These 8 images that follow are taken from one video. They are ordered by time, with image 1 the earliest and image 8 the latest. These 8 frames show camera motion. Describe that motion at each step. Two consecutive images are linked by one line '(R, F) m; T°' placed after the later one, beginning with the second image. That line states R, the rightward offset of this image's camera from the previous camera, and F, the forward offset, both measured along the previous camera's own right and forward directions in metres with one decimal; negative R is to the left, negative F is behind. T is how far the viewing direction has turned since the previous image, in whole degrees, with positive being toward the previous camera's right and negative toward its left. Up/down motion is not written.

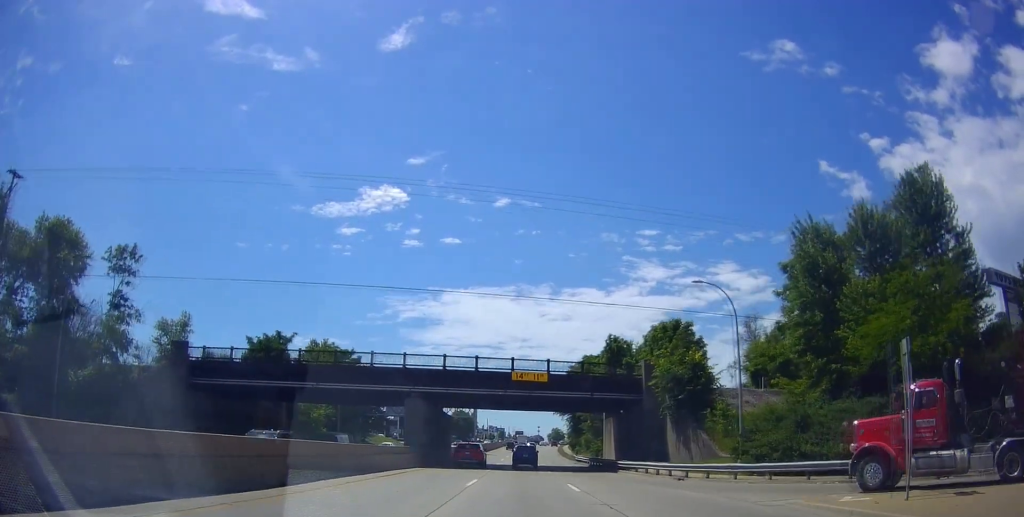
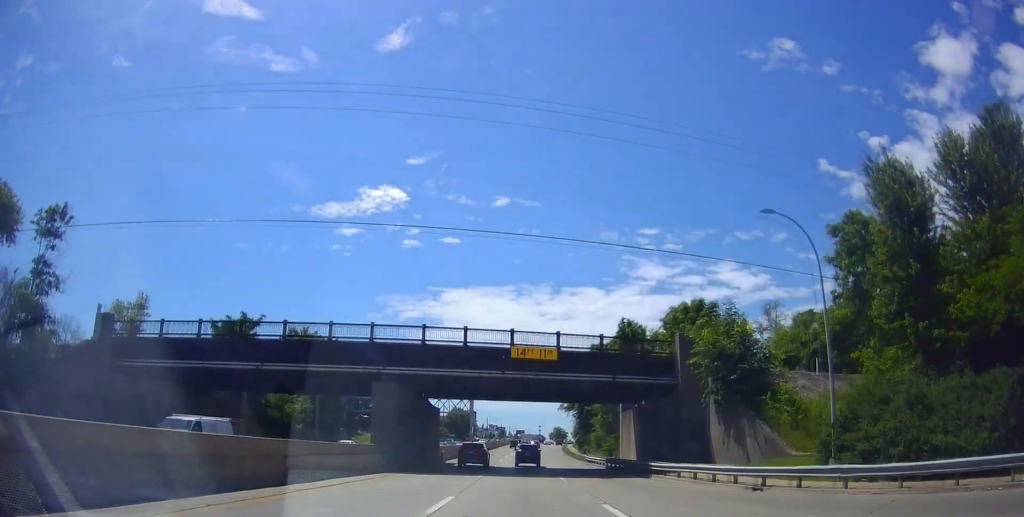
(0.0, +9.2) m; 0°
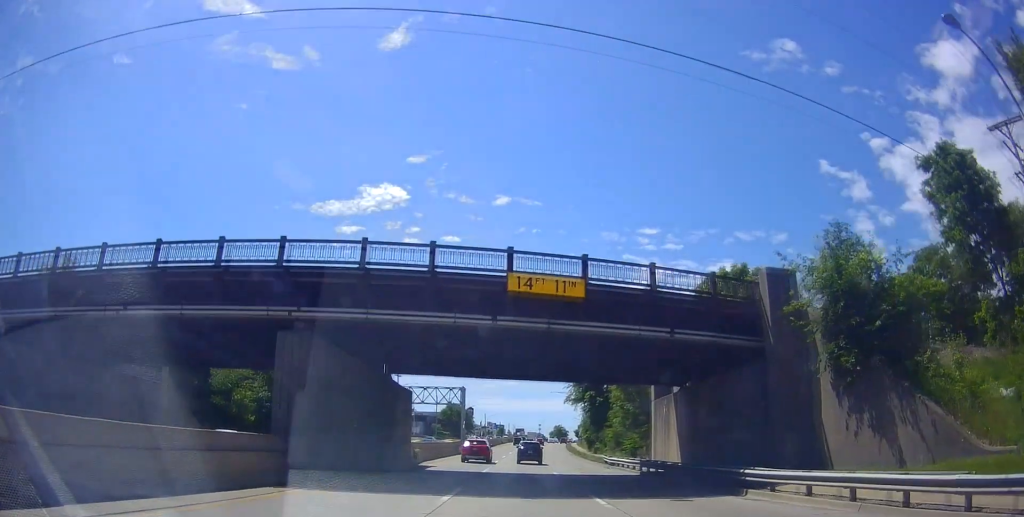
(+0.1, +12.5) m; 0°
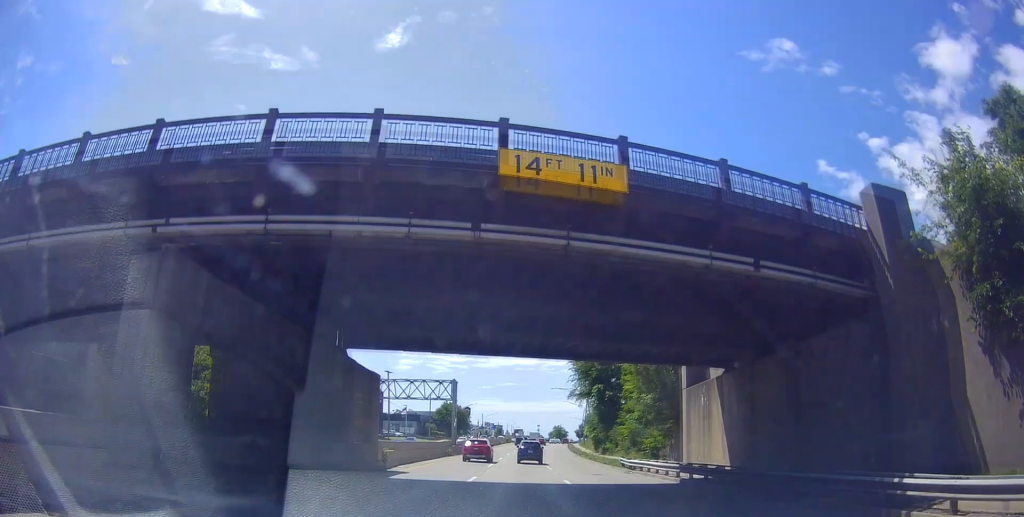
(0.0, +7.9) m; 0°
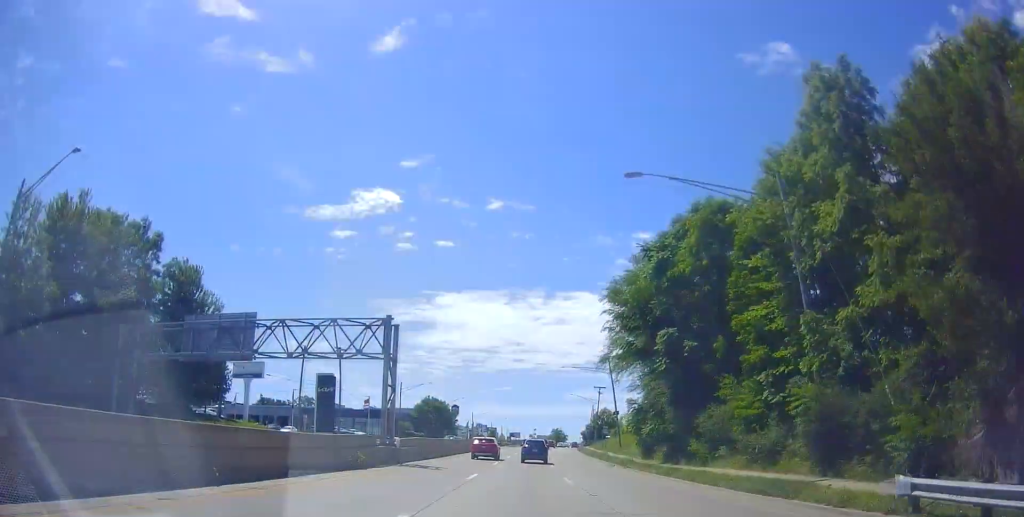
(-0.3, +28.9) m; -2°
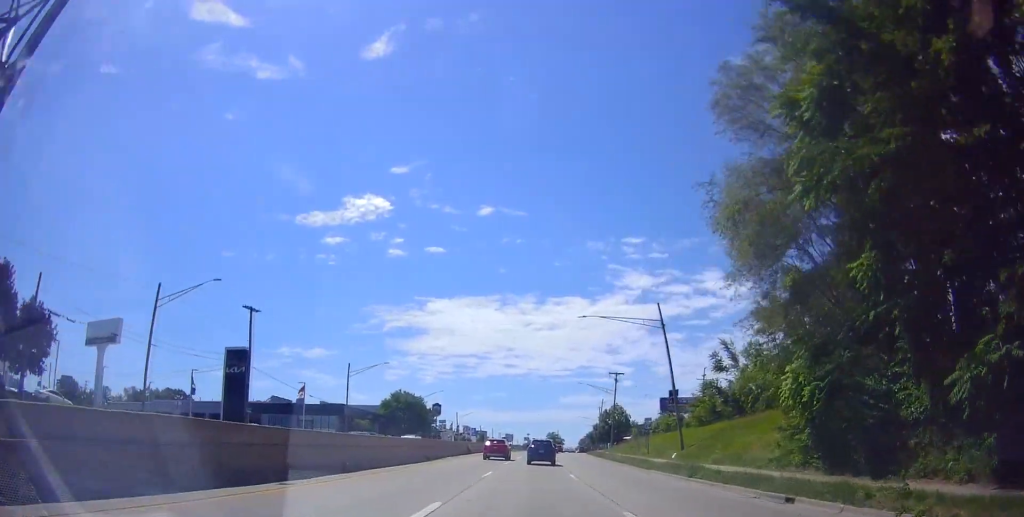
(+0.3, +27.7) m; +3°
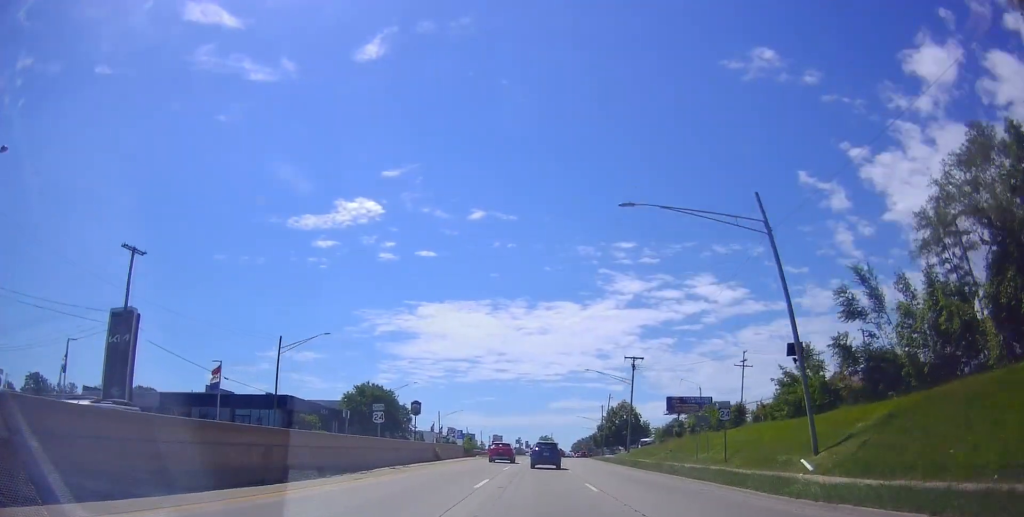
(+0.6, +20.0) m; 0°
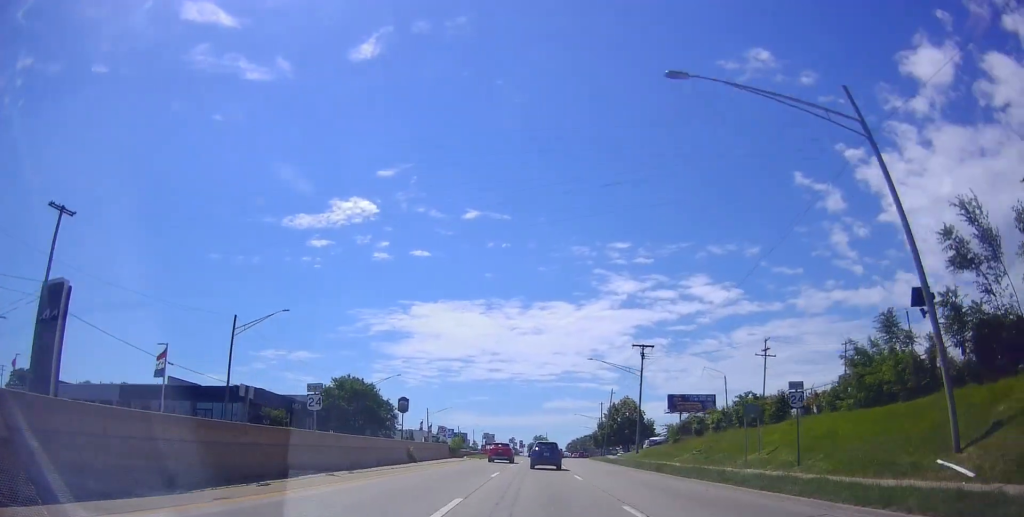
(-0.3, +8.7) m; -1°
